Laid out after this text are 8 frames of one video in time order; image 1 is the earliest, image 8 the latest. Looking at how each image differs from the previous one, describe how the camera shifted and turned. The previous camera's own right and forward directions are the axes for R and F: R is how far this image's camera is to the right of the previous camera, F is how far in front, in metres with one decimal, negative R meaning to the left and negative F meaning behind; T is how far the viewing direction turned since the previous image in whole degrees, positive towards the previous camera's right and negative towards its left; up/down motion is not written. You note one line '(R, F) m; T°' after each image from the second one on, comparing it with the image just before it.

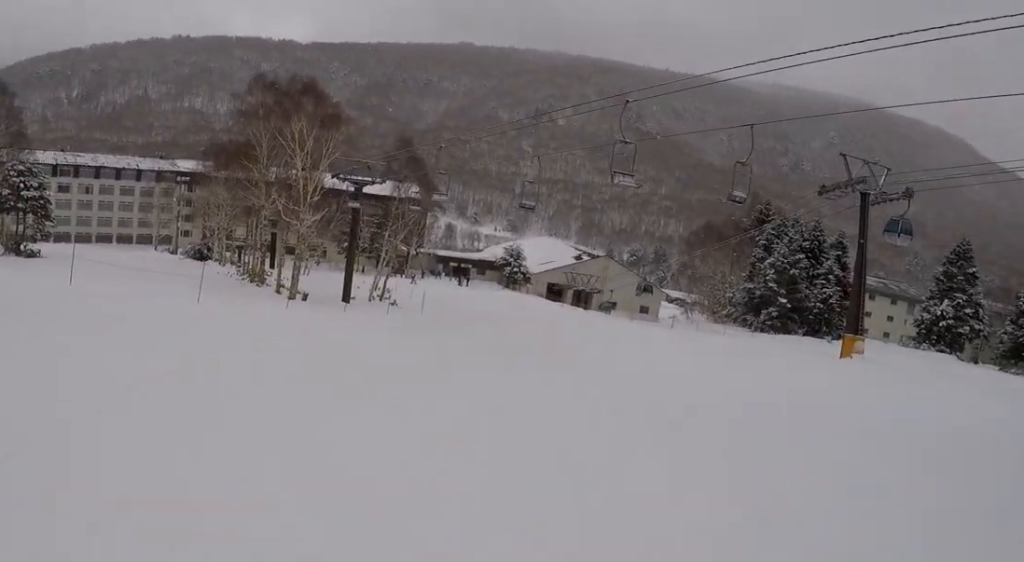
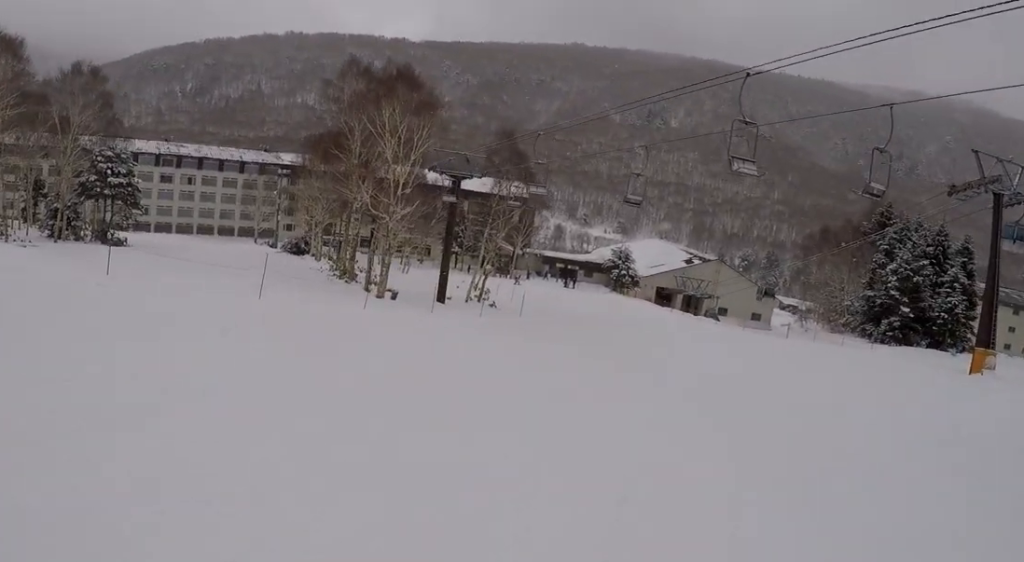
(0.0, +3.5) m; 0°
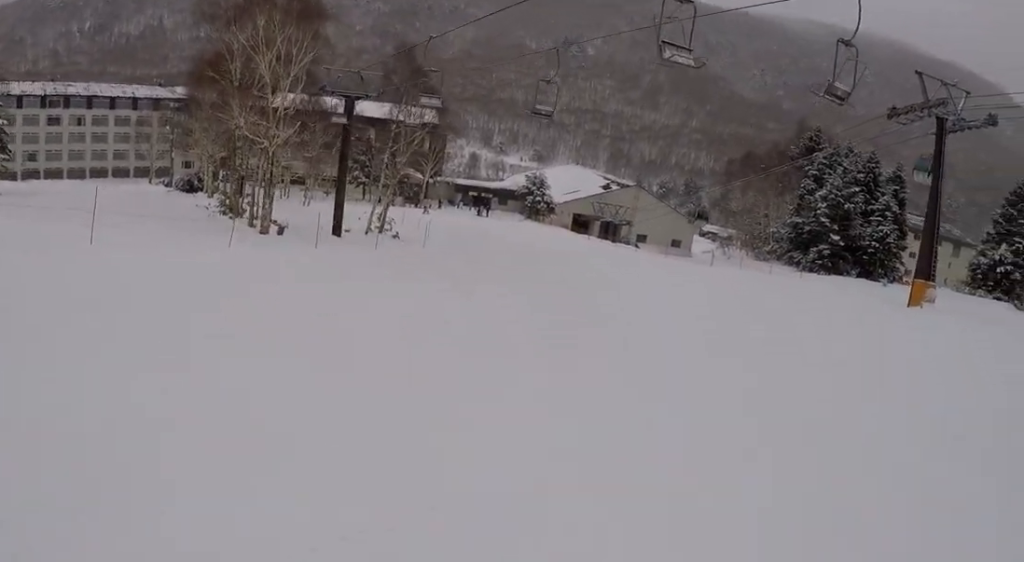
(0.0, +4.4) m; 0°
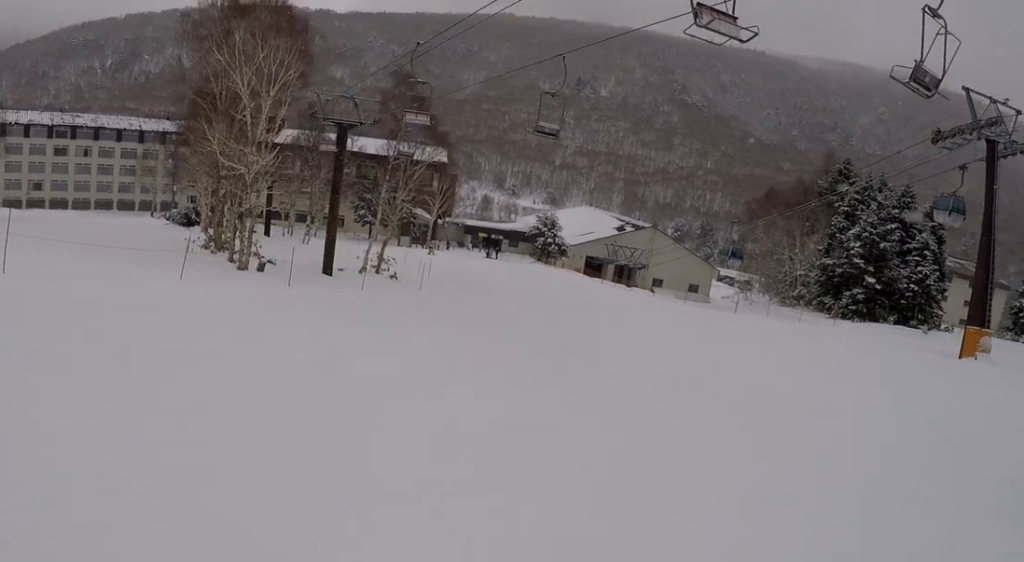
(0.0, +4.3) m; +2°
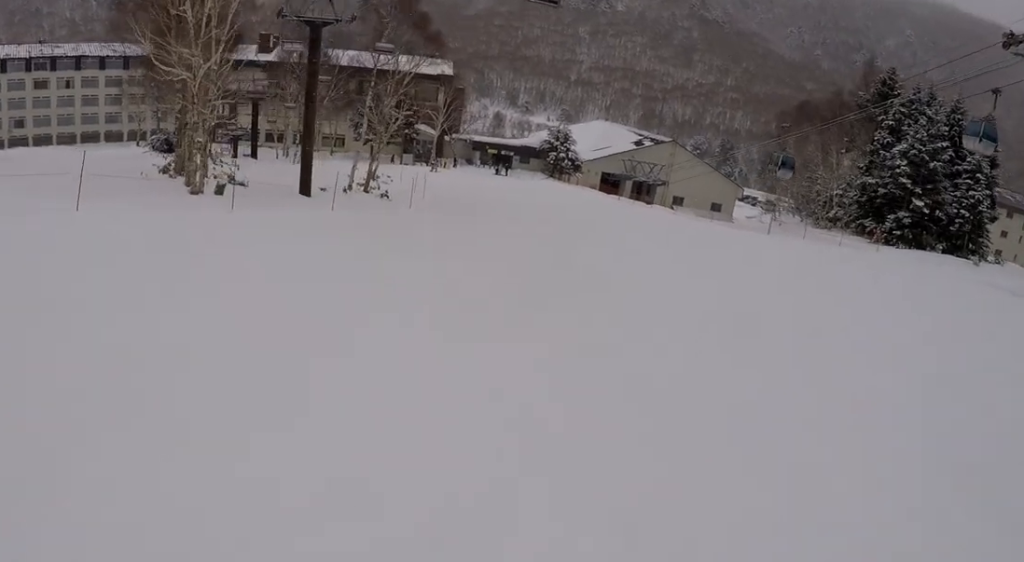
(0.0, +5.2) m; +1°
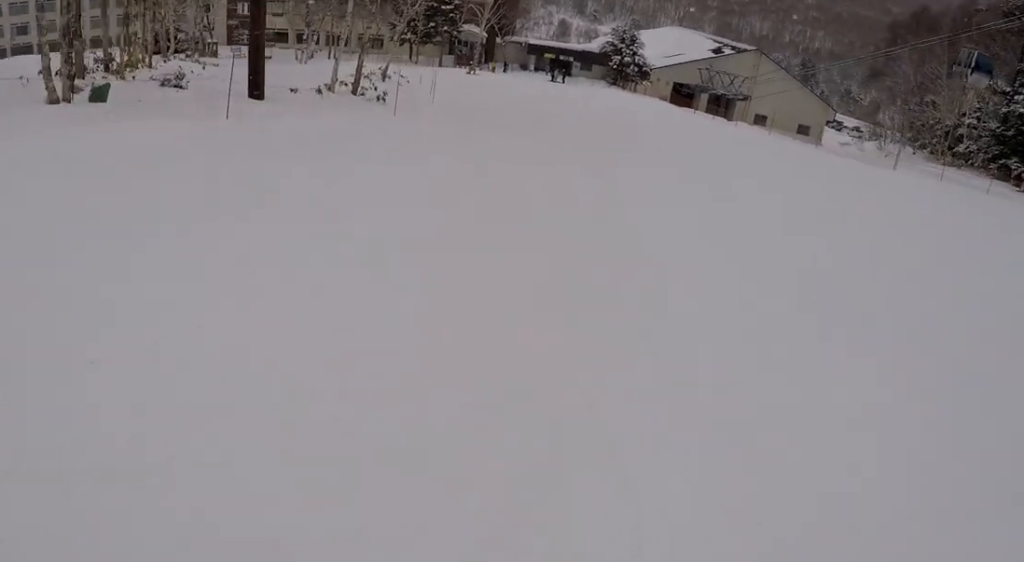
(-0.9, +10.8) m; -11°
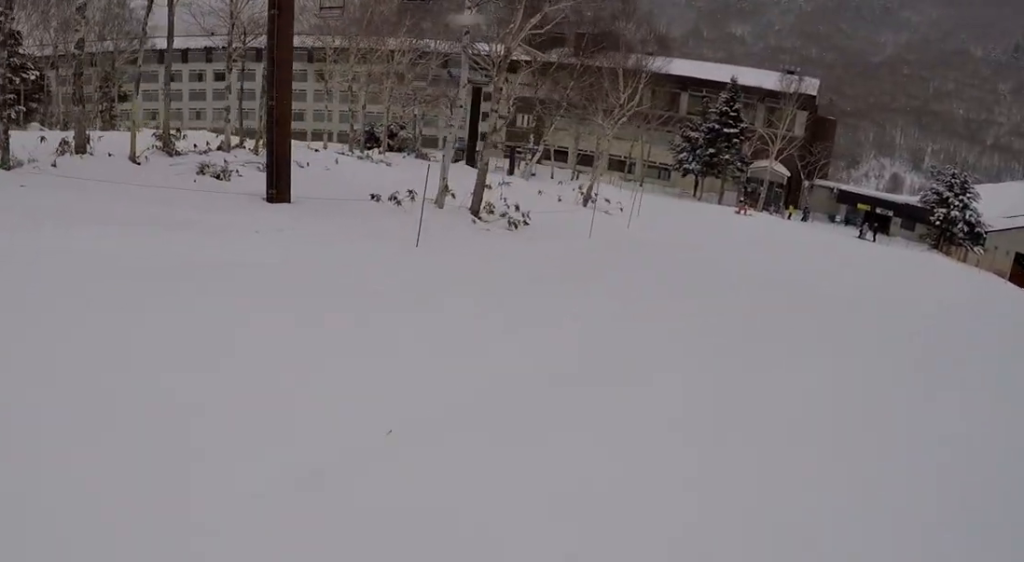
(-0.8, +13.8) m; -9°
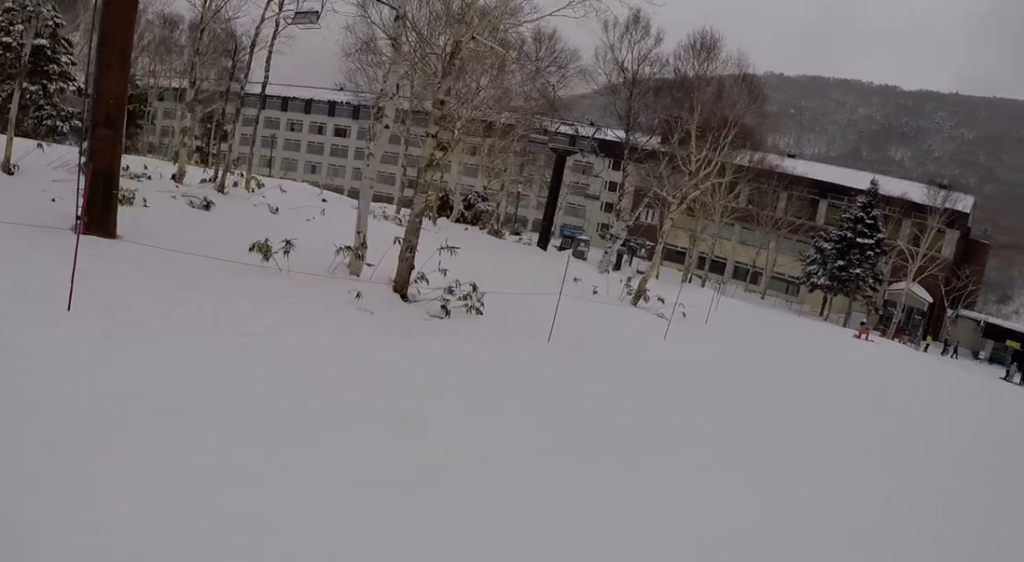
(-0.8, +9.3) m; +4°
